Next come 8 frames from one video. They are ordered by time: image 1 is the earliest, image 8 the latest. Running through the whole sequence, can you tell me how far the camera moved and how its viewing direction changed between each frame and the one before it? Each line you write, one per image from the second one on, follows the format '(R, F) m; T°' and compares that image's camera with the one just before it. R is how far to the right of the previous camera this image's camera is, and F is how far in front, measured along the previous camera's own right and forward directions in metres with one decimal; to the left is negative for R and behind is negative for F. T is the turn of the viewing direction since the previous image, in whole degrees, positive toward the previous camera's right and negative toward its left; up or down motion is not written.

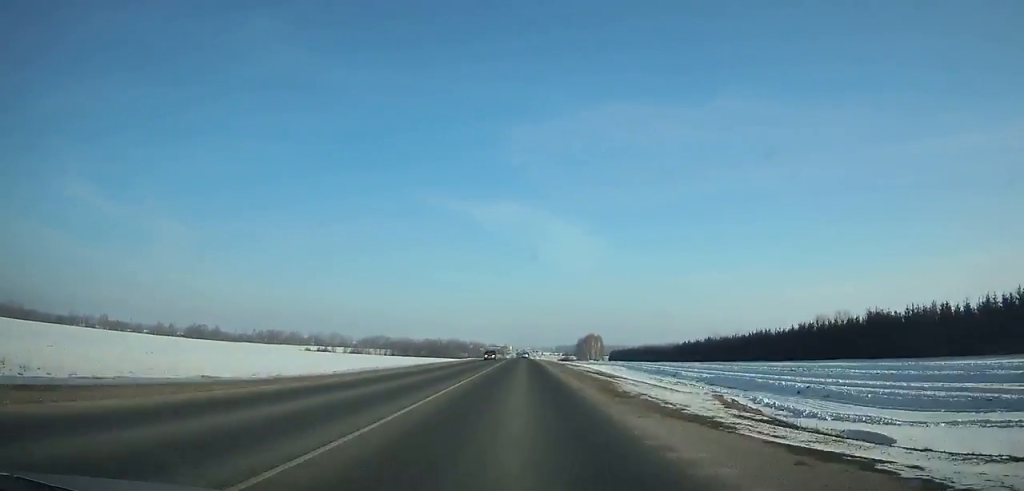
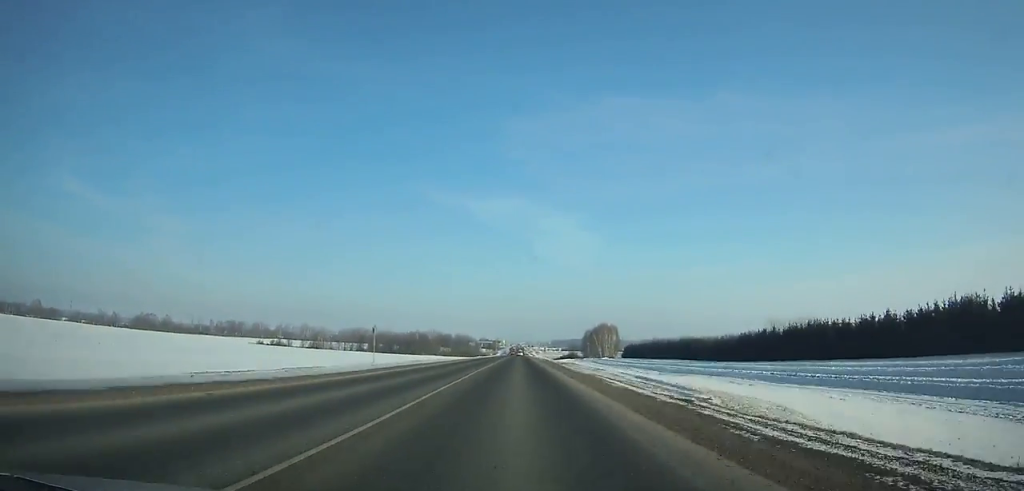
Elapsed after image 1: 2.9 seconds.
(+0.1, +88.3) m; 0°
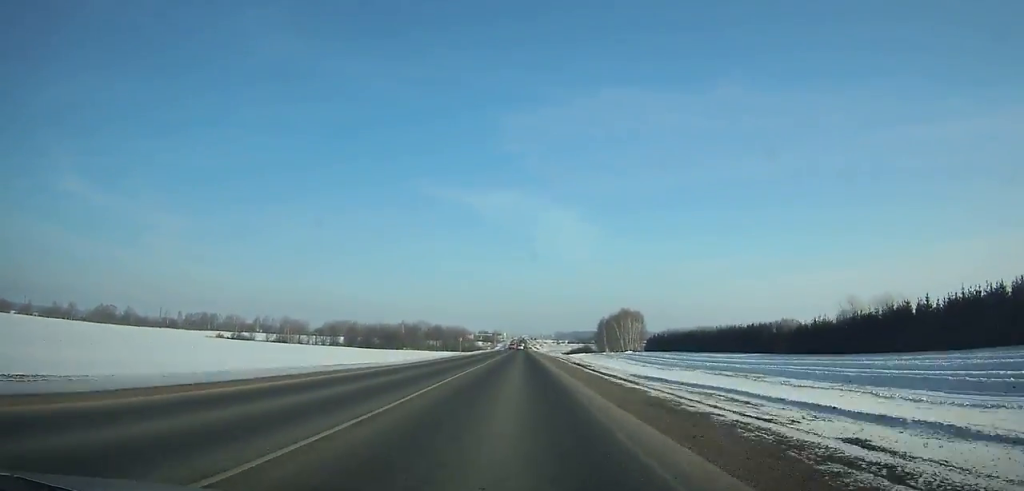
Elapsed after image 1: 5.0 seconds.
(+0.1, +63.1) m; 0°
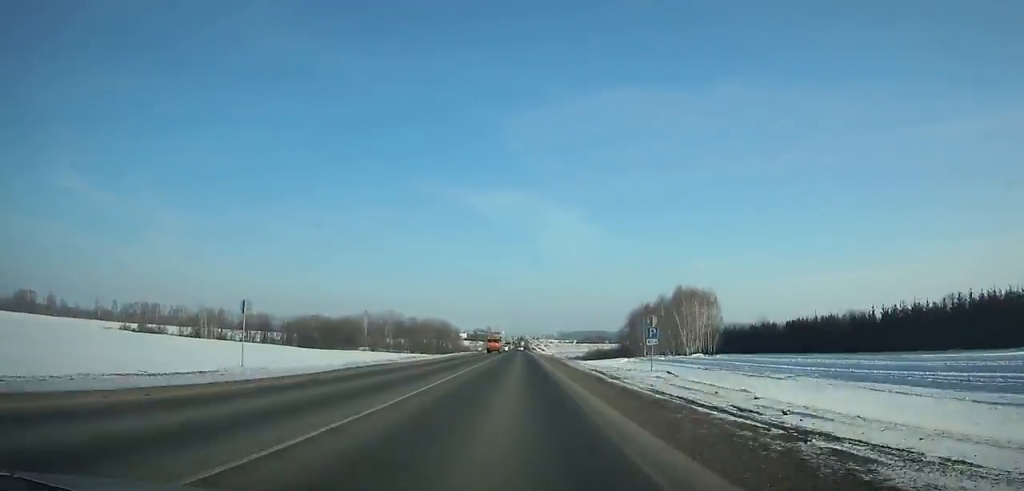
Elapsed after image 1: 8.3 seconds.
(+0.1, +97.7) m; 0°
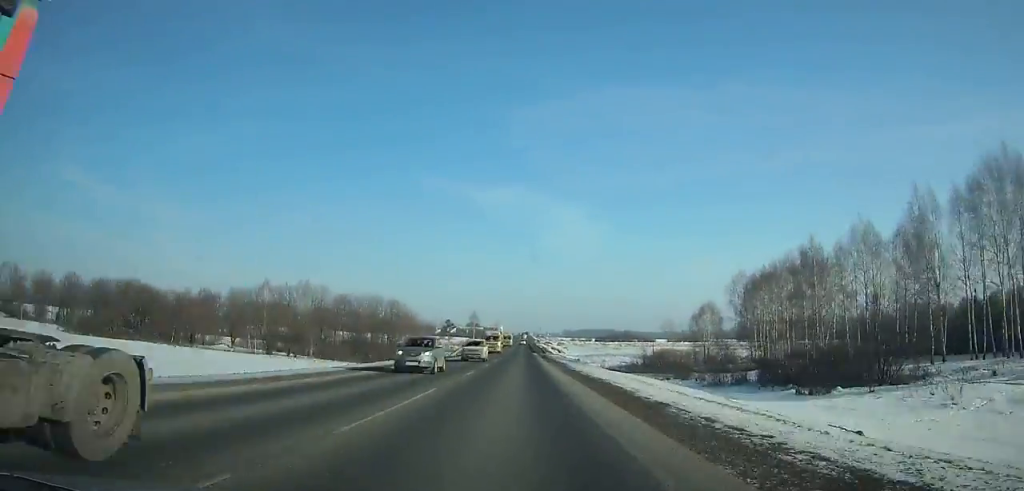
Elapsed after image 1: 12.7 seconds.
(-0.3, +126.0) m; 0°
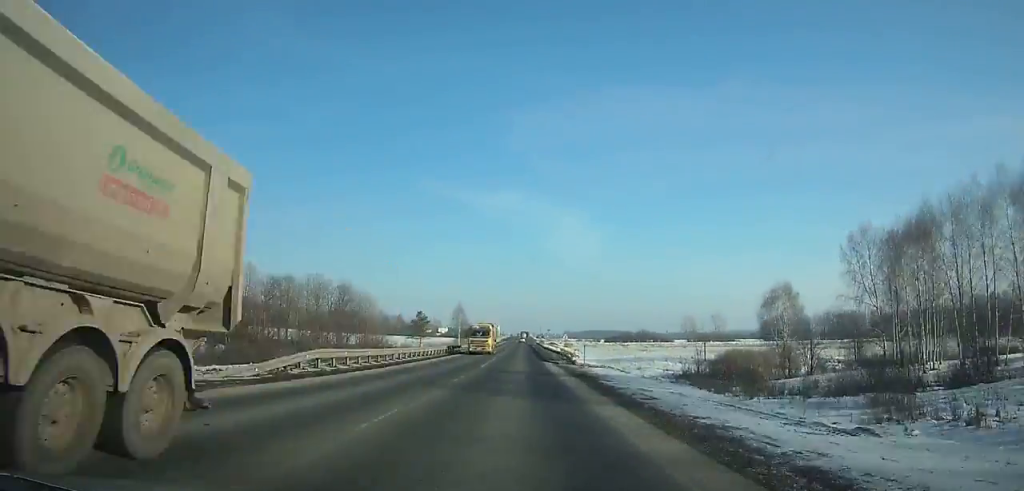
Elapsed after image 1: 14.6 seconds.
(0.0, +53.2) m; 0°
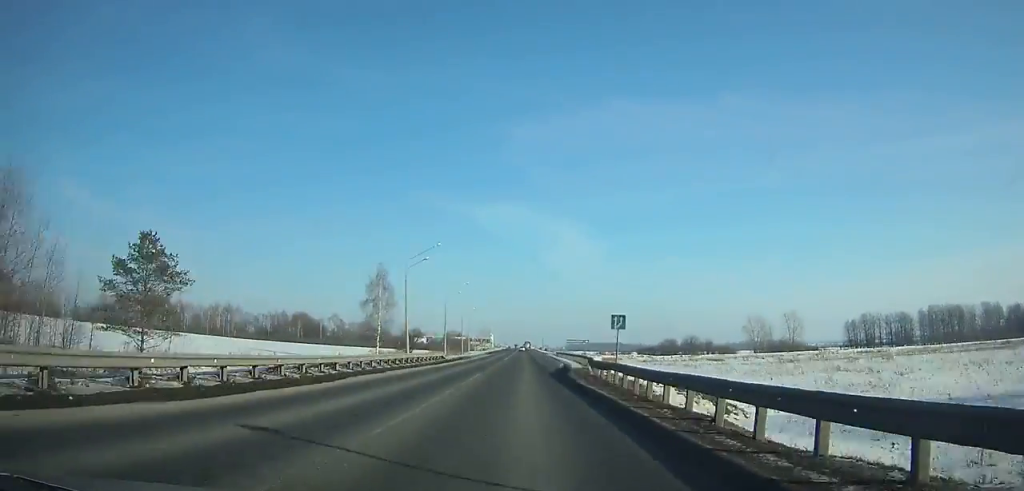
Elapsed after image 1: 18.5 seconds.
(-0.2, +107.7) m; 0°
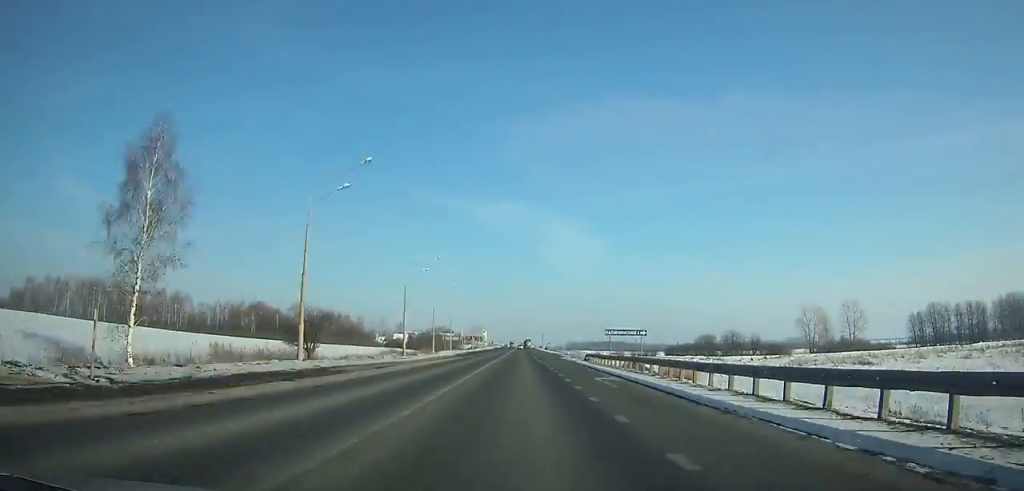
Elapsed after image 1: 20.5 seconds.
(+0.2, +54.7) m; 0°
